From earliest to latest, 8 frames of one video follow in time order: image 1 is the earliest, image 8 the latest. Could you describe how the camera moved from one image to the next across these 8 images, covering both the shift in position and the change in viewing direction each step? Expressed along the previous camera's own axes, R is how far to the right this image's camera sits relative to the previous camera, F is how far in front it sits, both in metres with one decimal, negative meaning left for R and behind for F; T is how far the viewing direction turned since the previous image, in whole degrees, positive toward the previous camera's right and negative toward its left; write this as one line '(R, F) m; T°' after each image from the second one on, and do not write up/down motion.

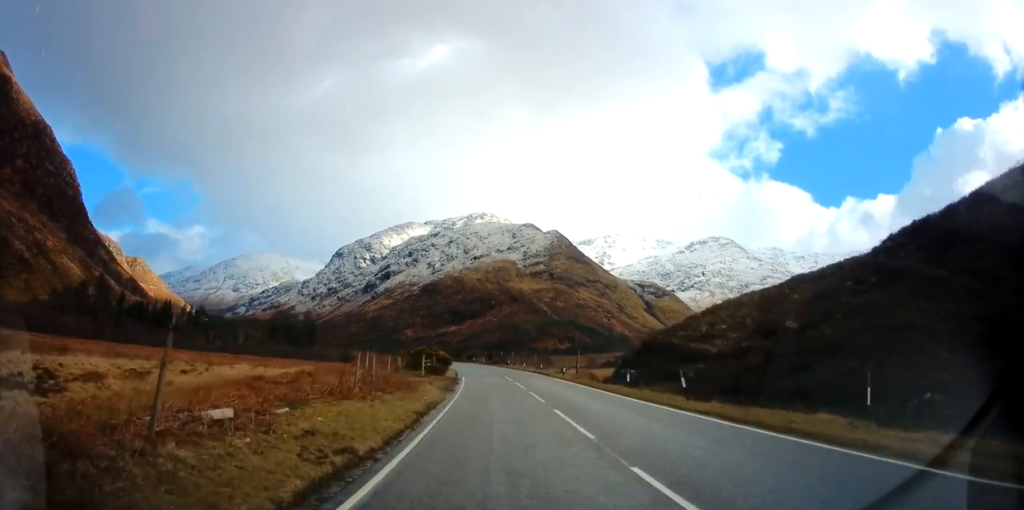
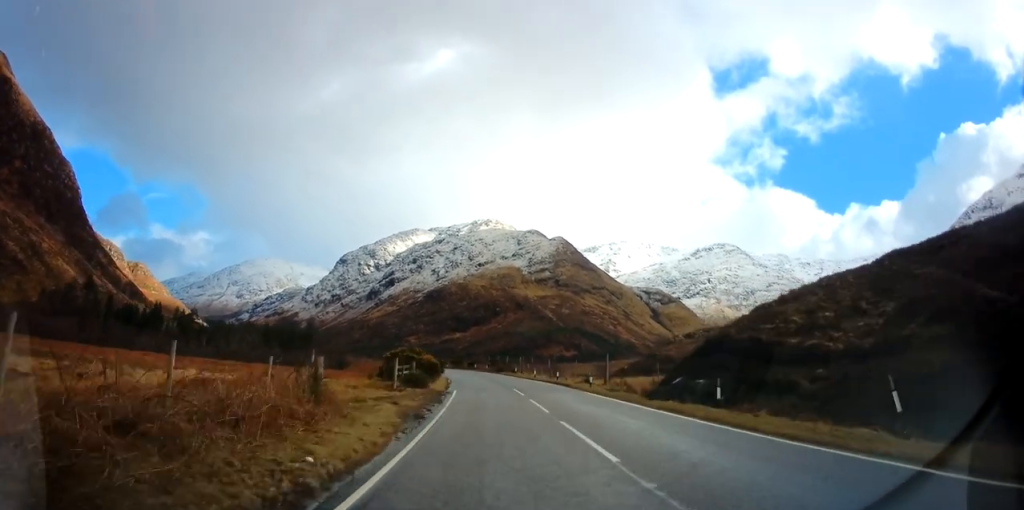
(-0.1, +10.9) m; 0°
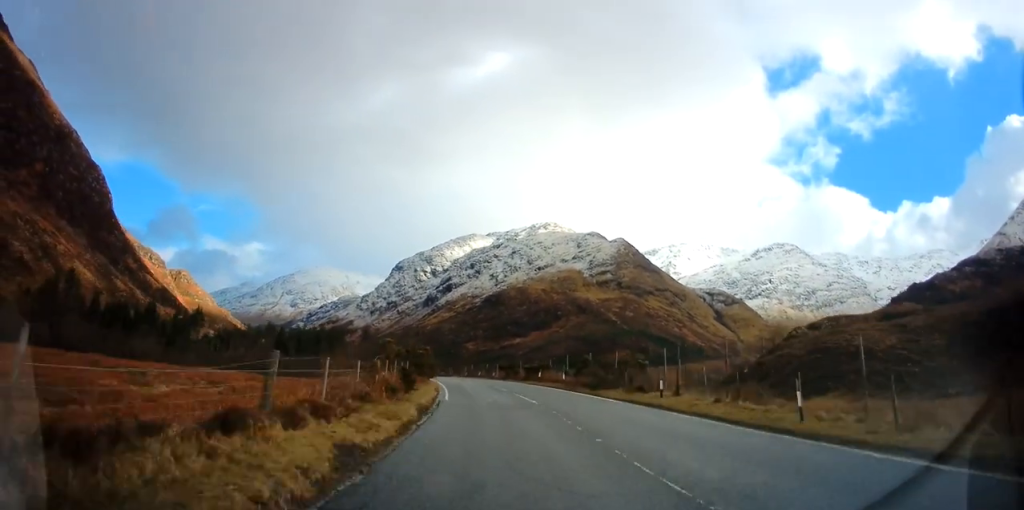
(-0.6, +41.2) m; -5°
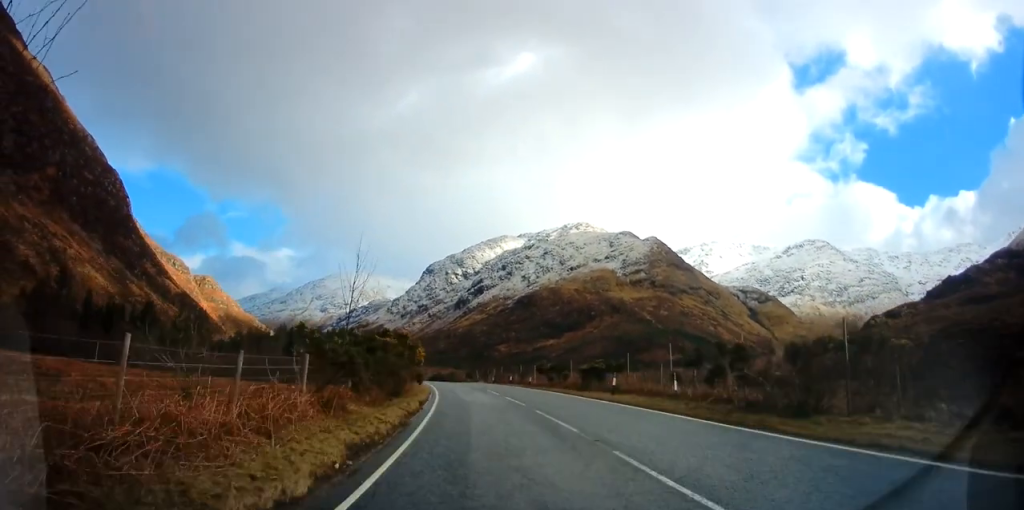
(-1.1, +18.3) m; -4°
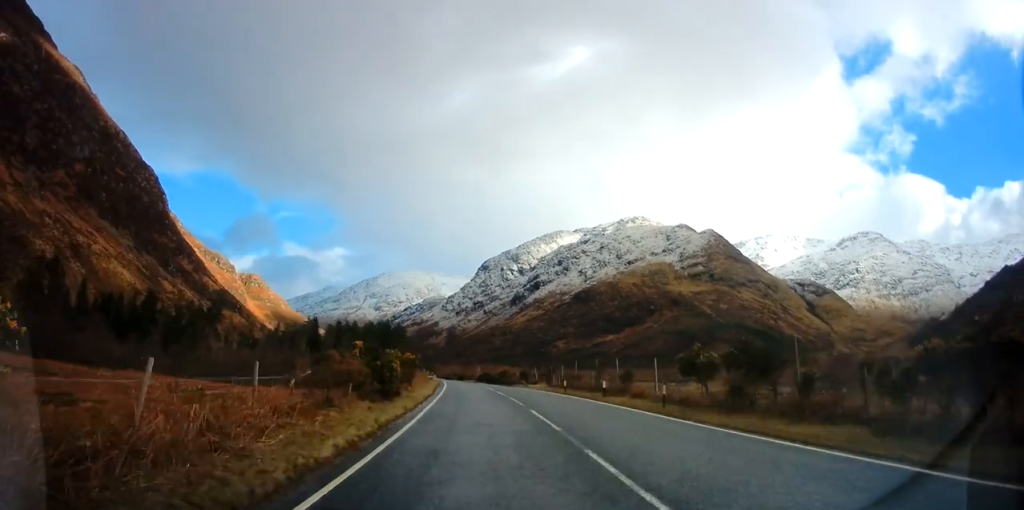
(-1.2, +25.7) m; -5°
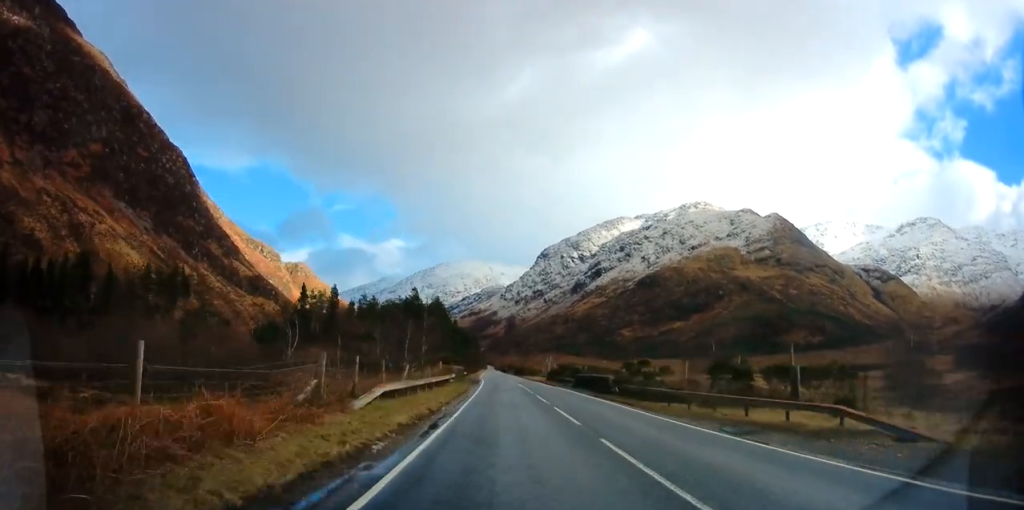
(-3.8, +50.8) m; -7°
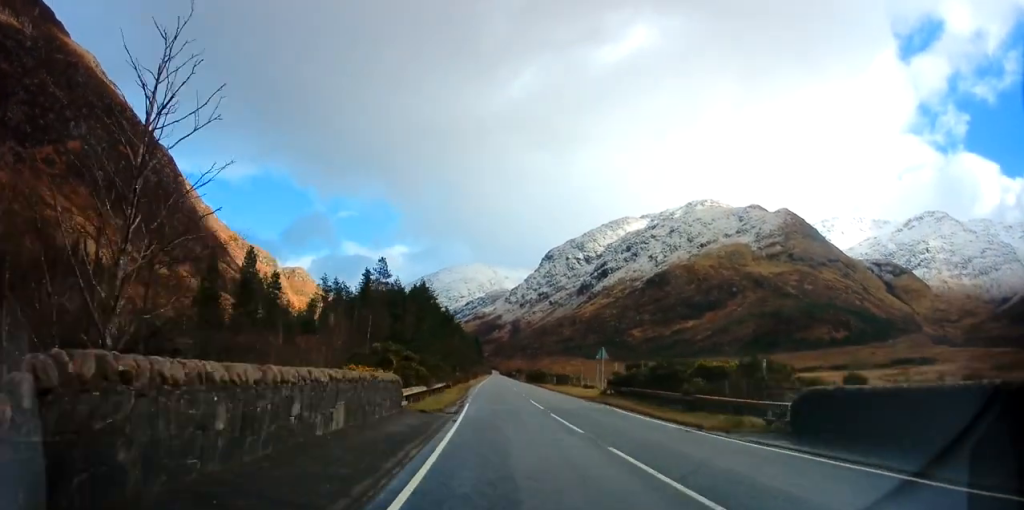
(-0.8, +35.0) m; -1°
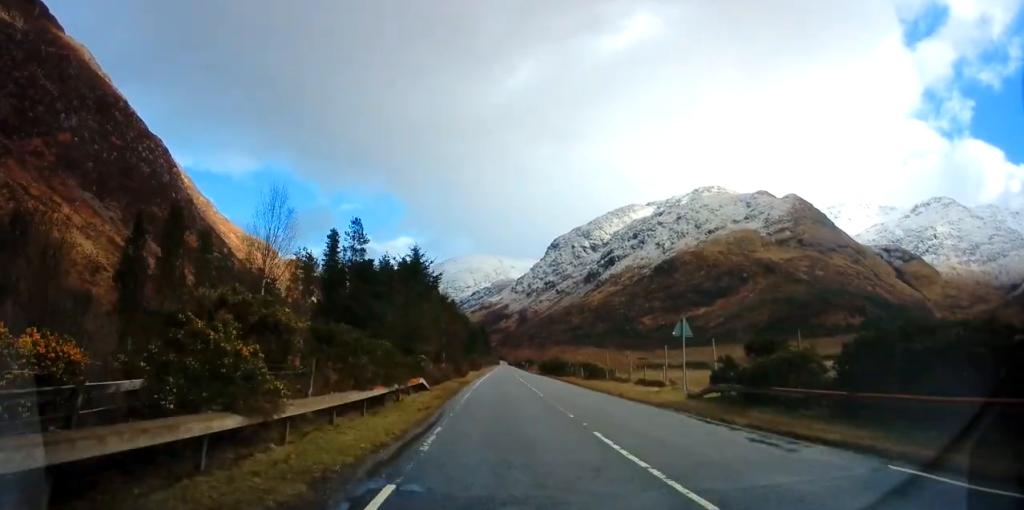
(+0.1, +17.1) m; 0°
